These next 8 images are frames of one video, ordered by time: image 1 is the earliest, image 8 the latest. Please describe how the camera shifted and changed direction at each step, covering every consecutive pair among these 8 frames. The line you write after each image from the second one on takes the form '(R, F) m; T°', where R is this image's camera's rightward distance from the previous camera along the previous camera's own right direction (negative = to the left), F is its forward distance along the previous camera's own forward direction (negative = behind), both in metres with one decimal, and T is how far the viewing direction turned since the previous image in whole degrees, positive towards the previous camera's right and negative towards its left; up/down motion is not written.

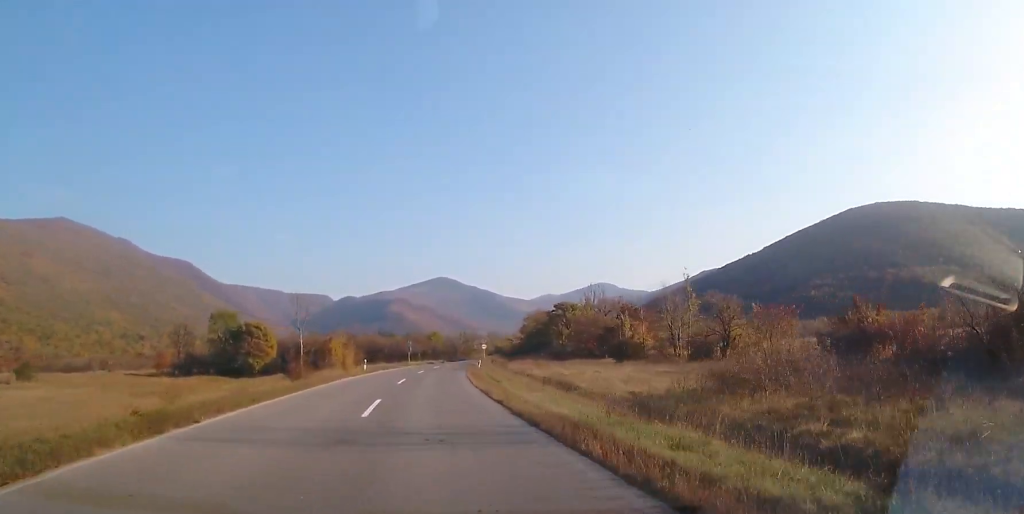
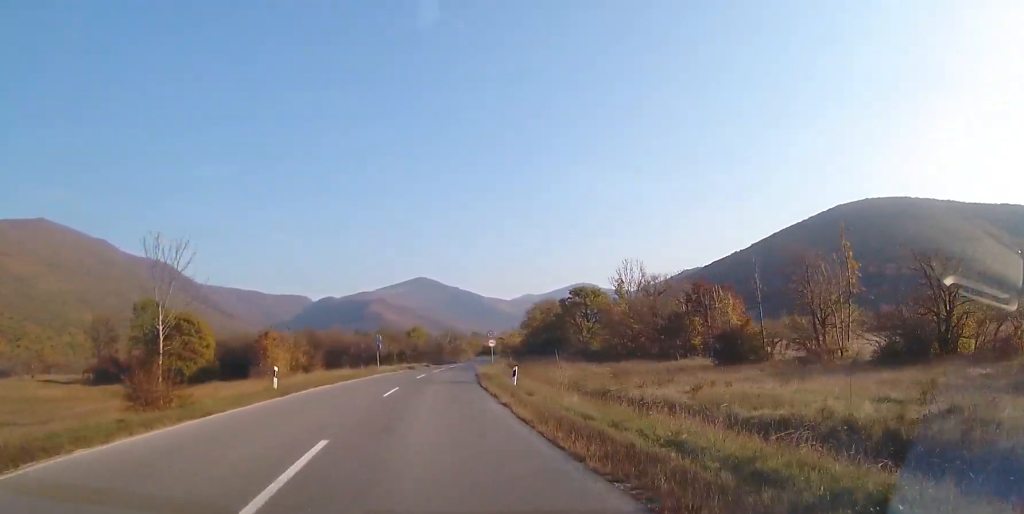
(+0.2, +24.0) m; +1°
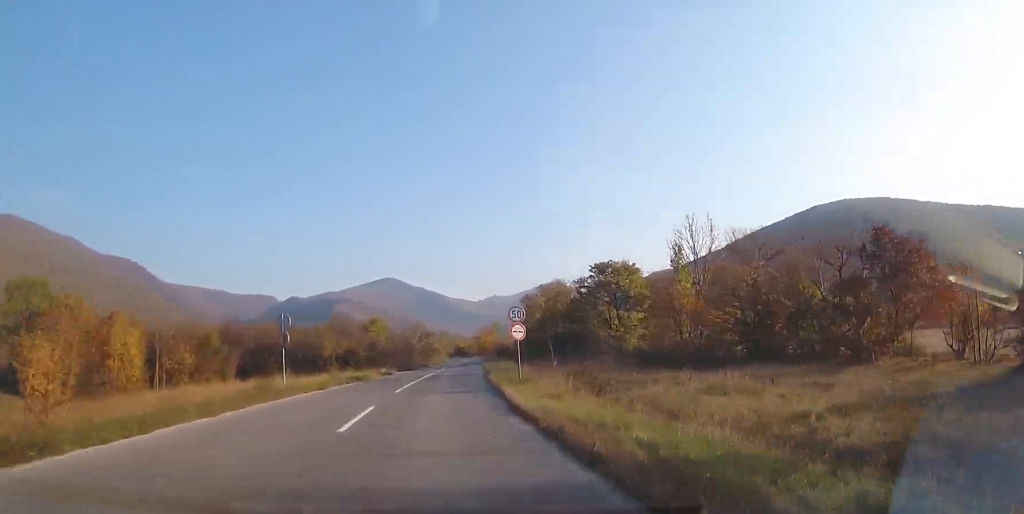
(+0.3, +23.7) m; +2°
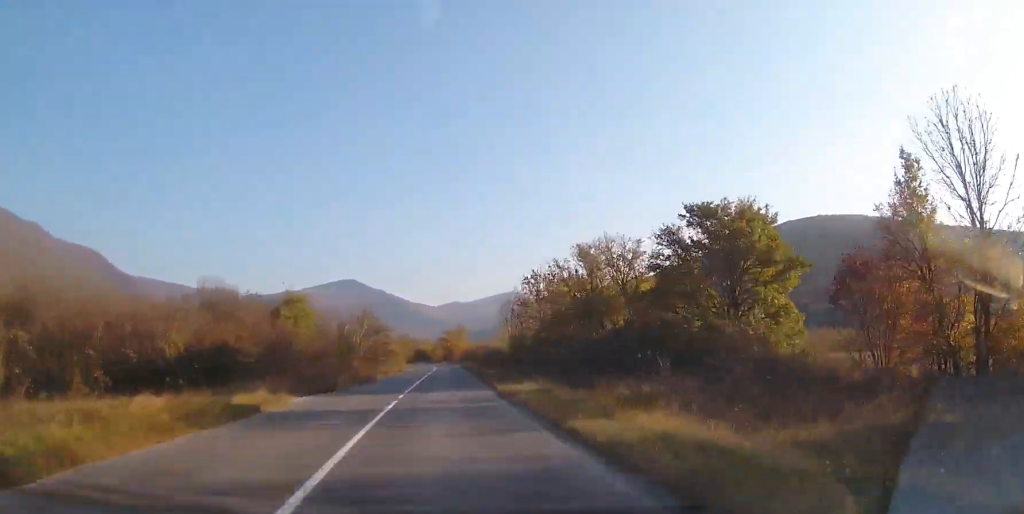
(+1.0, +27.8) m; +5°
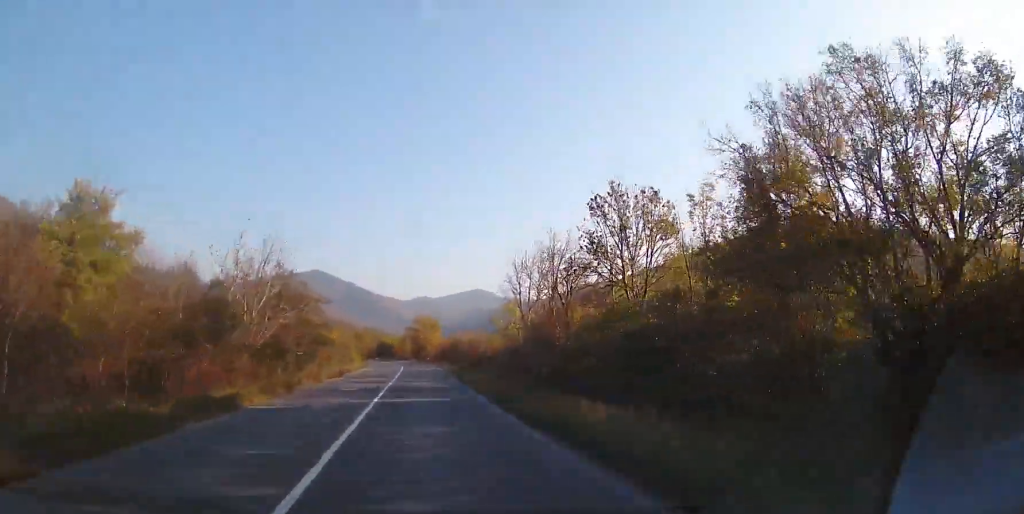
(+1.0, +26.0) m; +3°
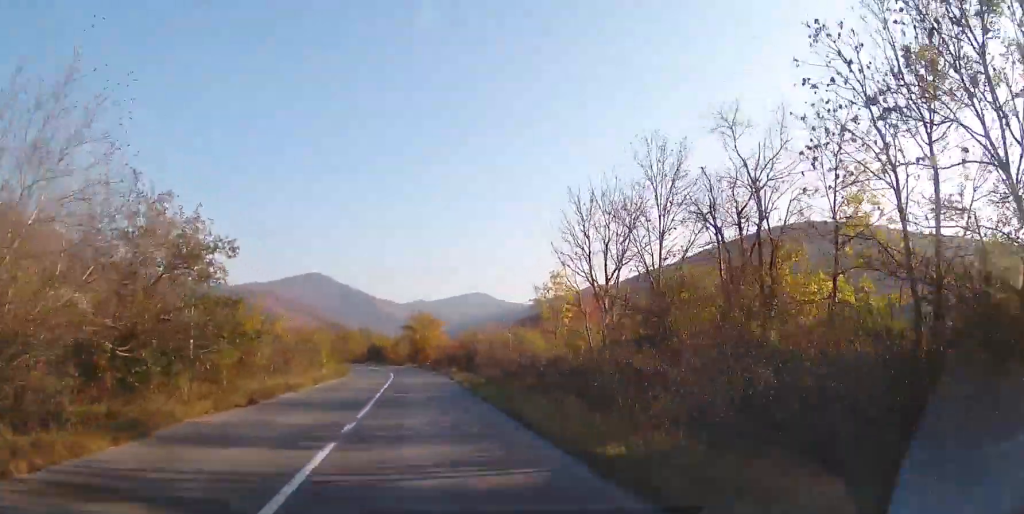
(-0.1, +17.7) m; 0°
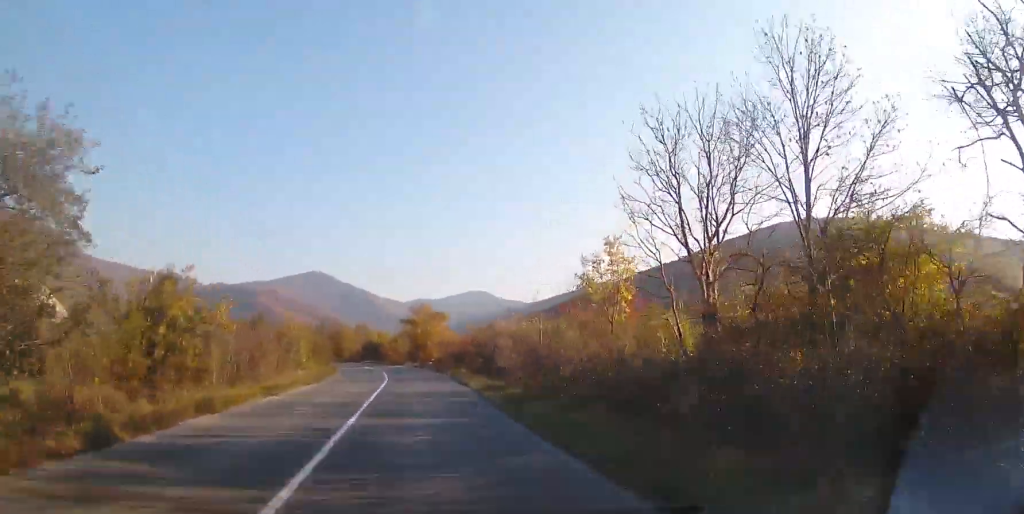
(0.0, +8.7) m; 0°
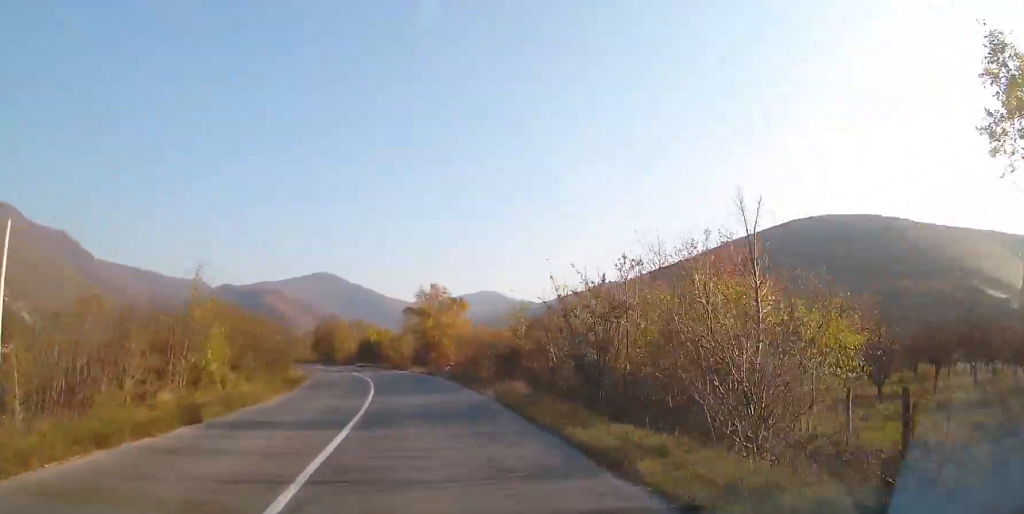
(-0.1, +17.7) m; -1°
